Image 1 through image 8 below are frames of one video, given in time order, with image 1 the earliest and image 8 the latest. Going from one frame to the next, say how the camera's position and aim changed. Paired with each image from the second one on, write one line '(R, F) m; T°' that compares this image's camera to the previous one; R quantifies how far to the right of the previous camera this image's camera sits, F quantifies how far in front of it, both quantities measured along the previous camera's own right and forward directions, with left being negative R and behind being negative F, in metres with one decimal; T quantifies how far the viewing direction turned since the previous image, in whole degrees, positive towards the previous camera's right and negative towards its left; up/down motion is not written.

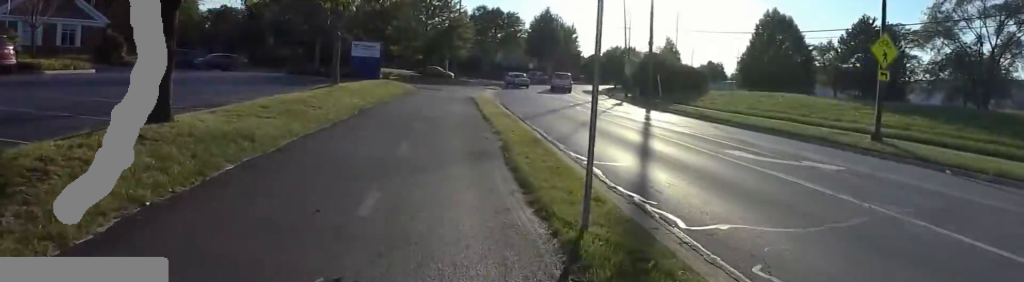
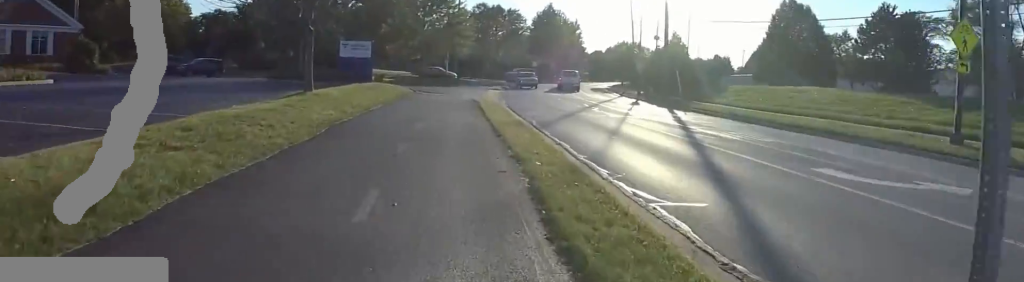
(-0.5, +3.5) m; -8°
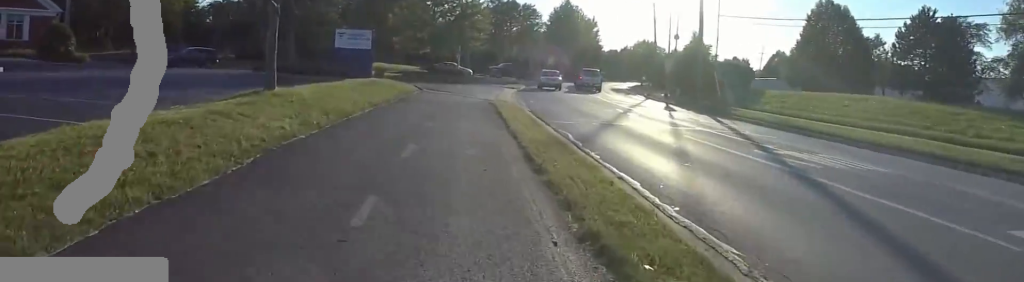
(-0.5, +4.2) m; -2°
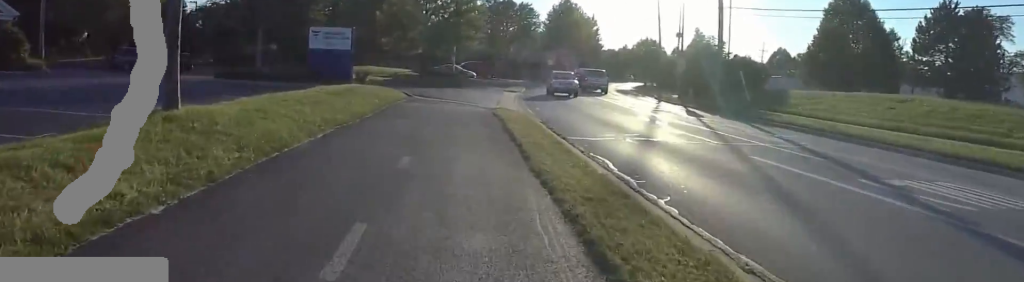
(-0.2, +4.1) m; +10°
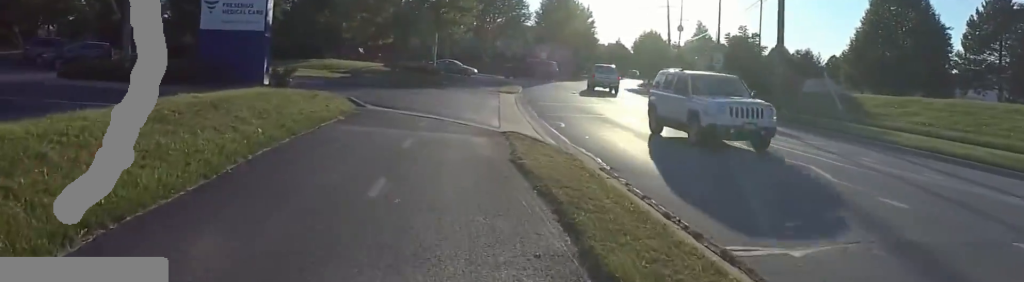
(+0.9, +9.5) m; -6°
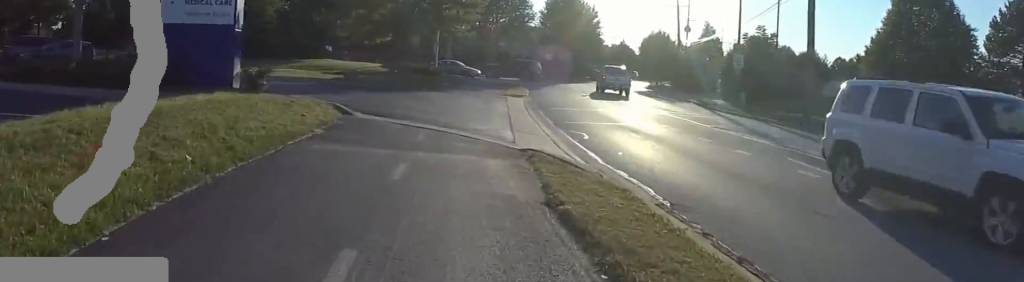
(-0.1, +2.6) m; -2°
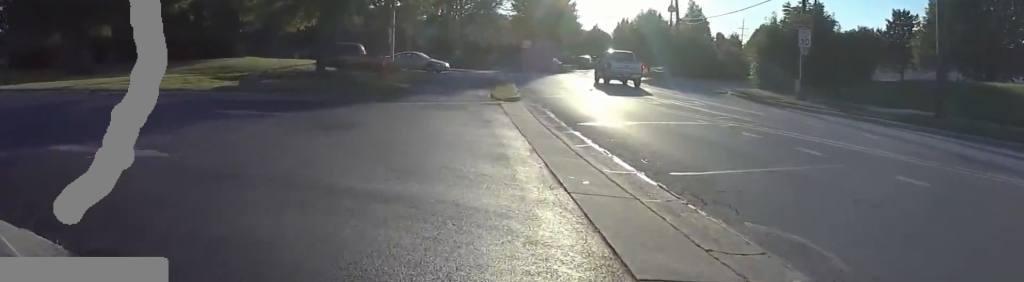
(+1.4, +10.2) m; +5°
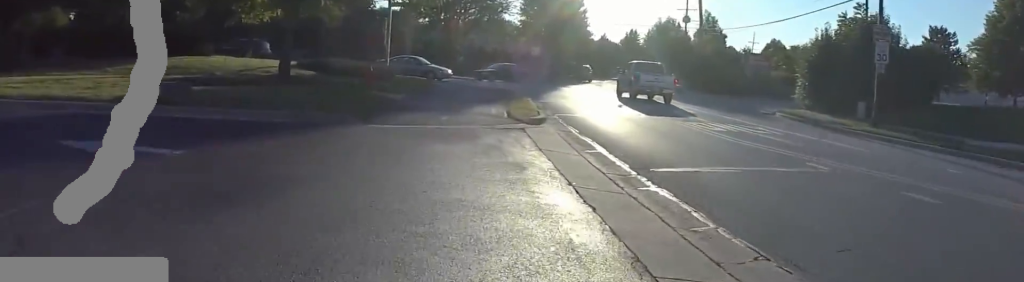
(-1.1, +4.9) m; -11°
